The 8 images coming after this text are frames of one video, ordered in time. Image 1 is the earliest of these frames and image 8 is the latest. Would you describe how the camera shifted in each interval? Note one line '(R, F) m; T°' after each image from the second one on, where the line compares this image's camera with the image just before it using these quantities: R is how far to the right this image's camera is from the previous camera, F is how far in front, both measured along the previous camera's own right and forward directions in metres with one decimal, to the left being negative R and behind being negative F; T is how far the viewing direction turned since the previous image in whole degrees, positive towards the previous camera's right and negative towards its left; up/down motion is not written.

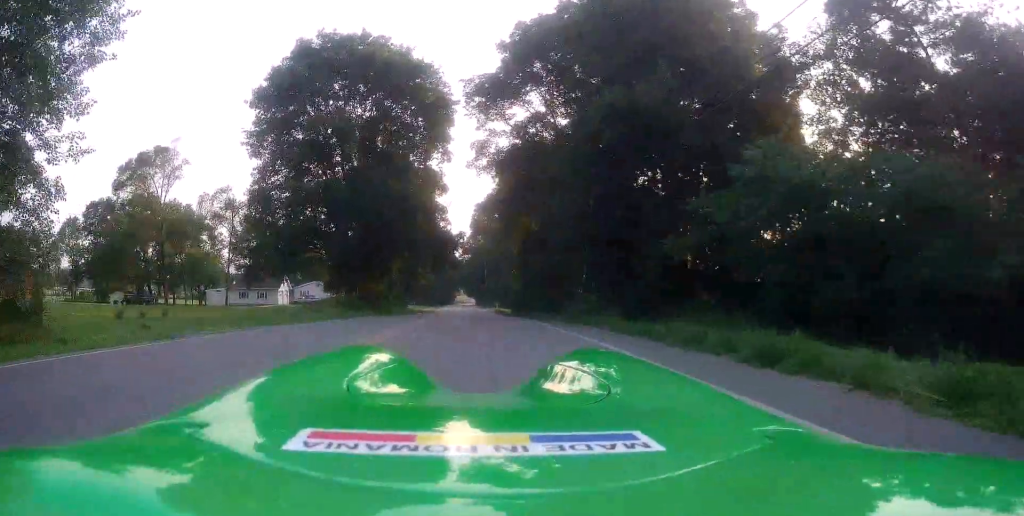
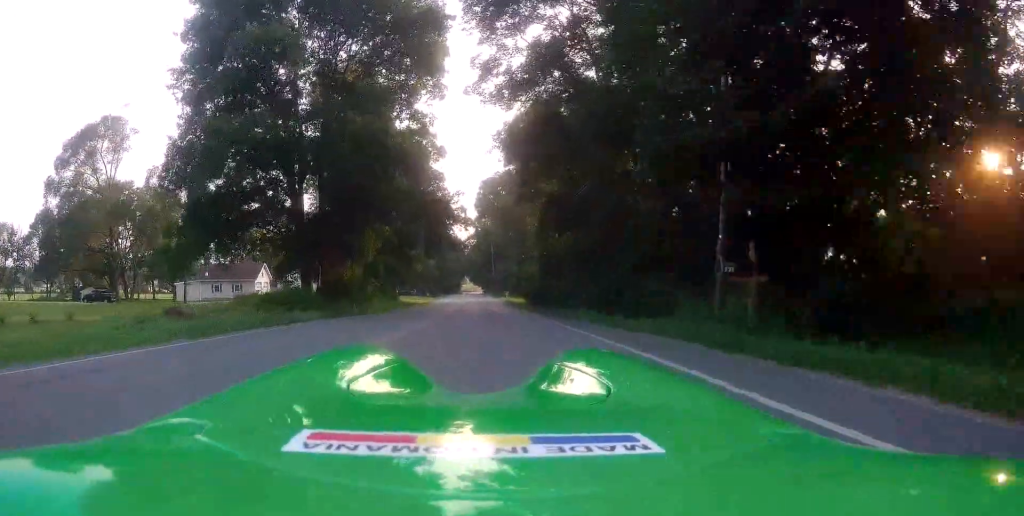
(0.0, +10.6) m; 0°
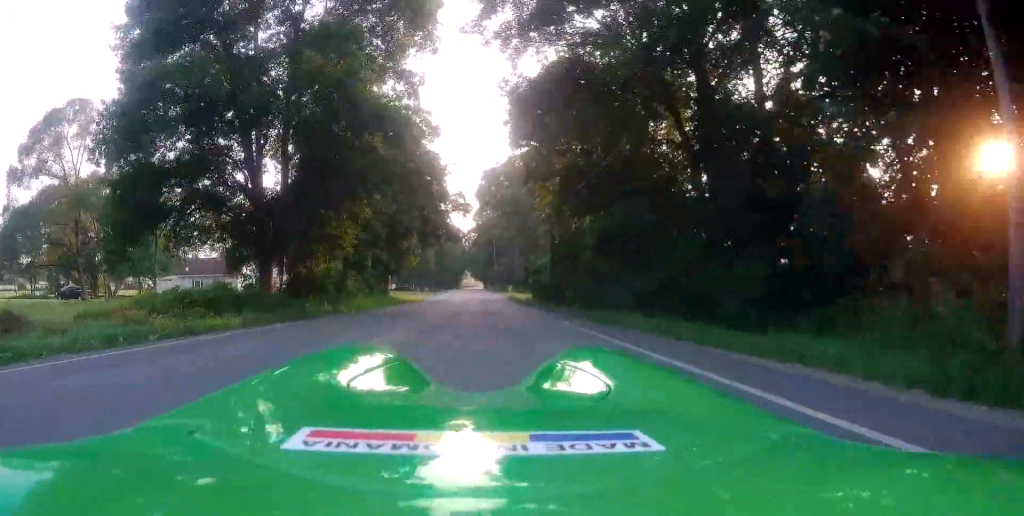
(0.0, +5.3) m; 0°
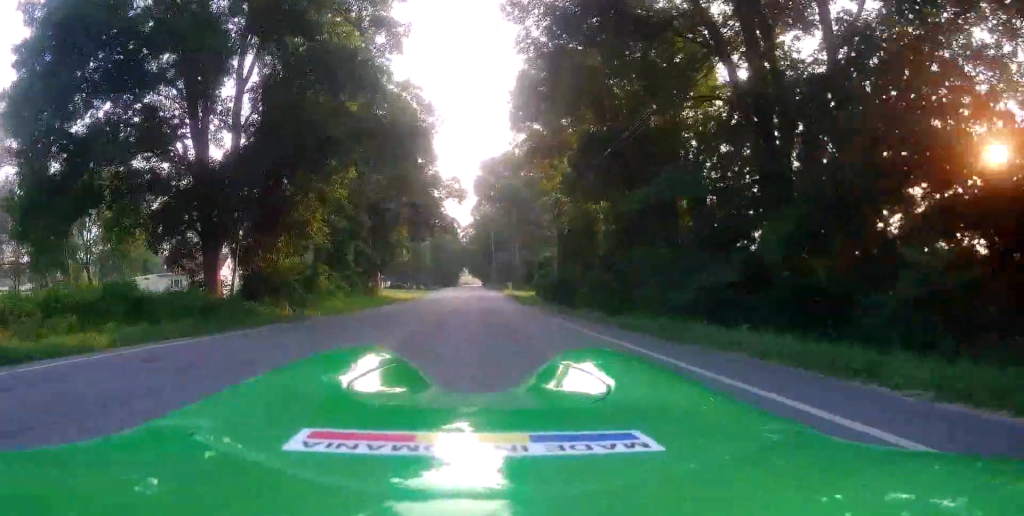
(-0.1, +4.6) m; -1°
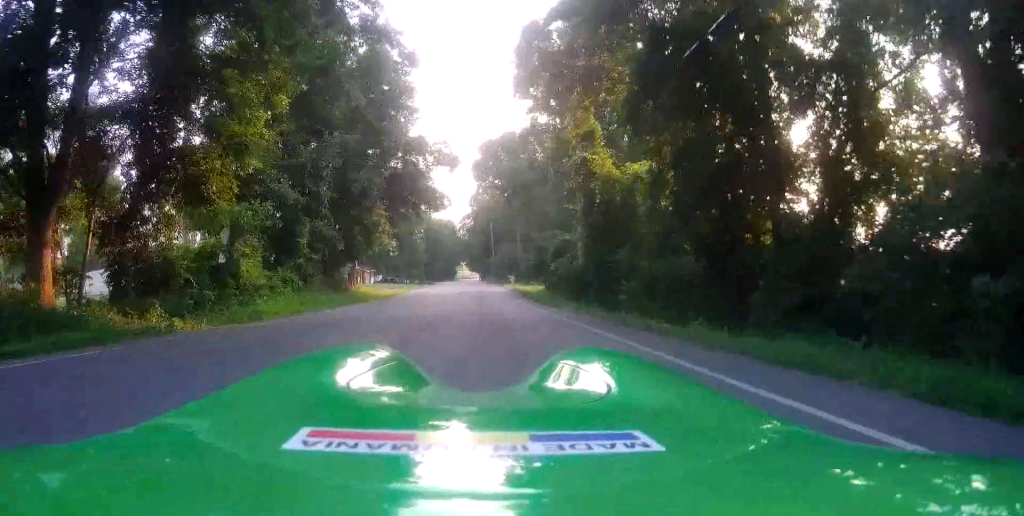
(+0.2, +10.5) m; +2°
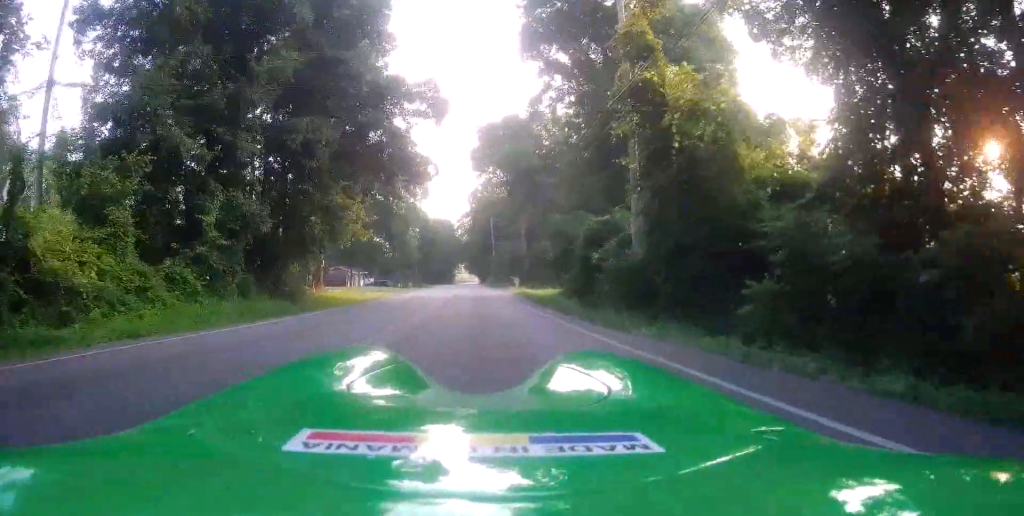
(+0.1, +11.7) m; +1°
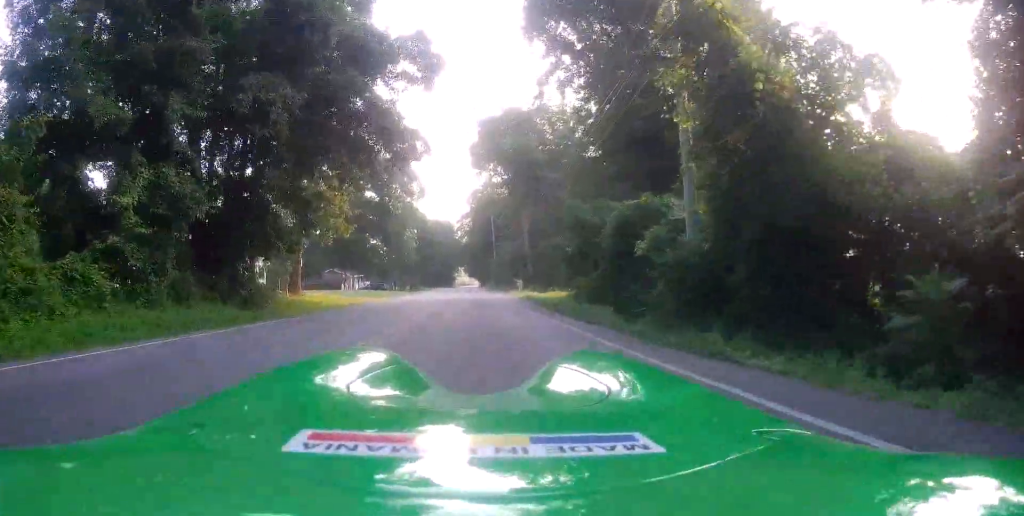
(0.0, +5.1) m; 0°
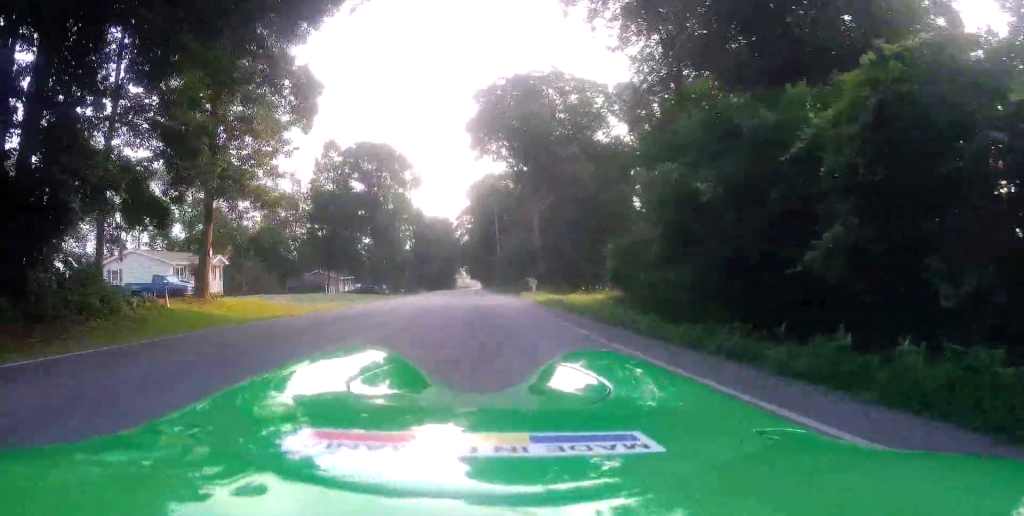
(0.0, +10.9) m; 0°
